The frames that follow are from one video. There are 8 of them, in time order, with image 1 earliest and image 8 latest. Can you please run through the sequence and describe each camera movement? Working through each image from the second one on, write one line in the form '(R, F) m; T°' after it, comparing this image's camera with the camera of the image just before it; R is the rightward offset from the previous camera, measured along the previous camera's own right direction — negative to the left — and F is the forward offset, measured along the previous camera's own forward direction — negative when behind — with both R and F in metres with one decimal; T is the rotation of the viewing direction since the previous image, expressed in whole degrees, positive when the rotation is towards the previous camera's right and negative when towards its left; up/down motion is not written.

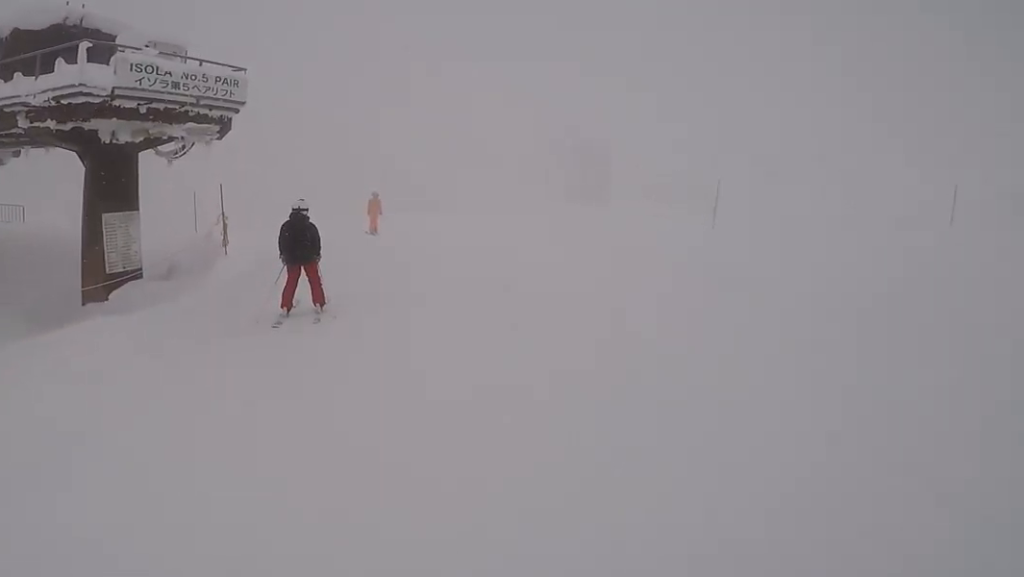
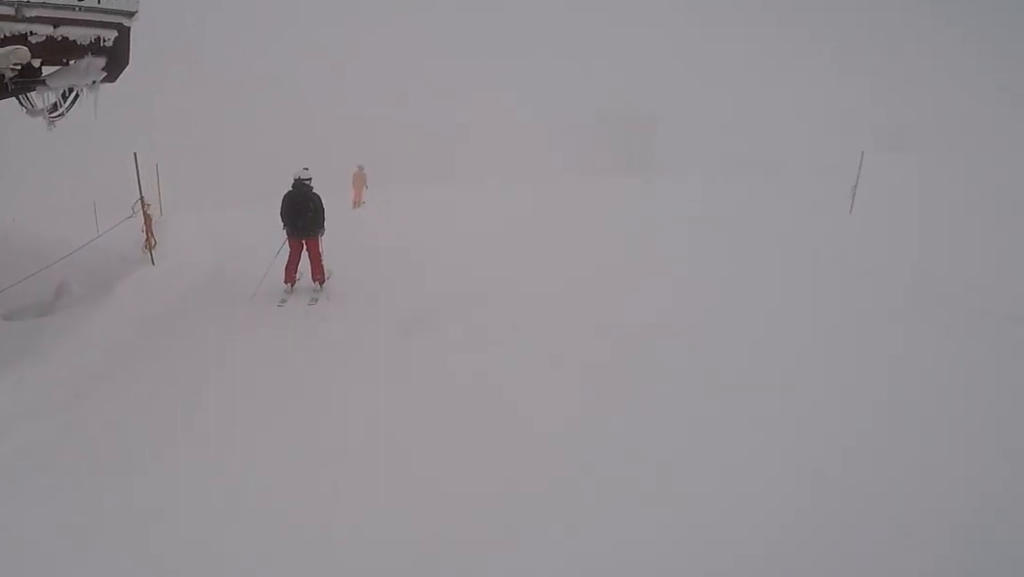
(-0.4, +4.3) m; -14°
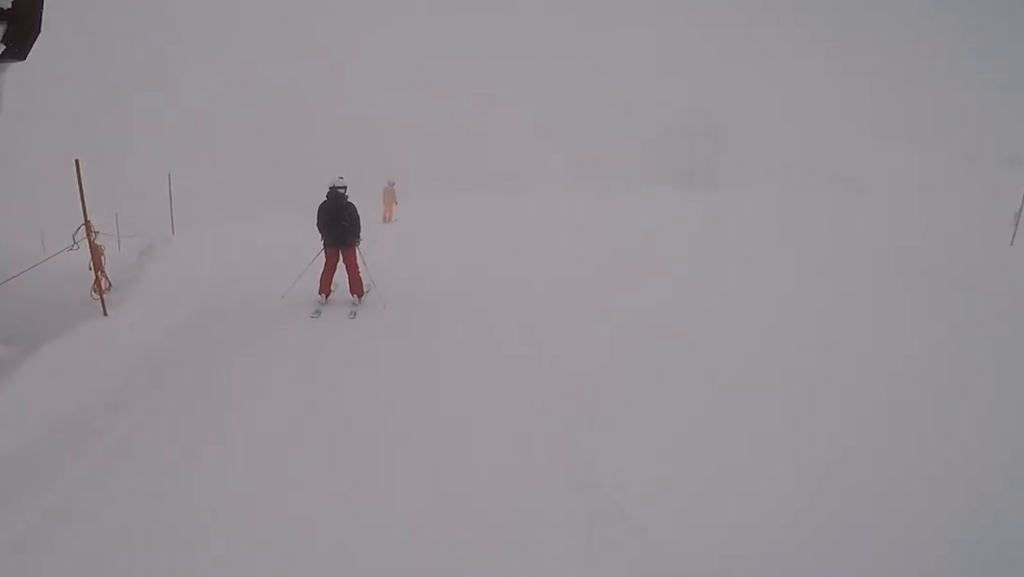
(-0.2, +2.2) m; -3°
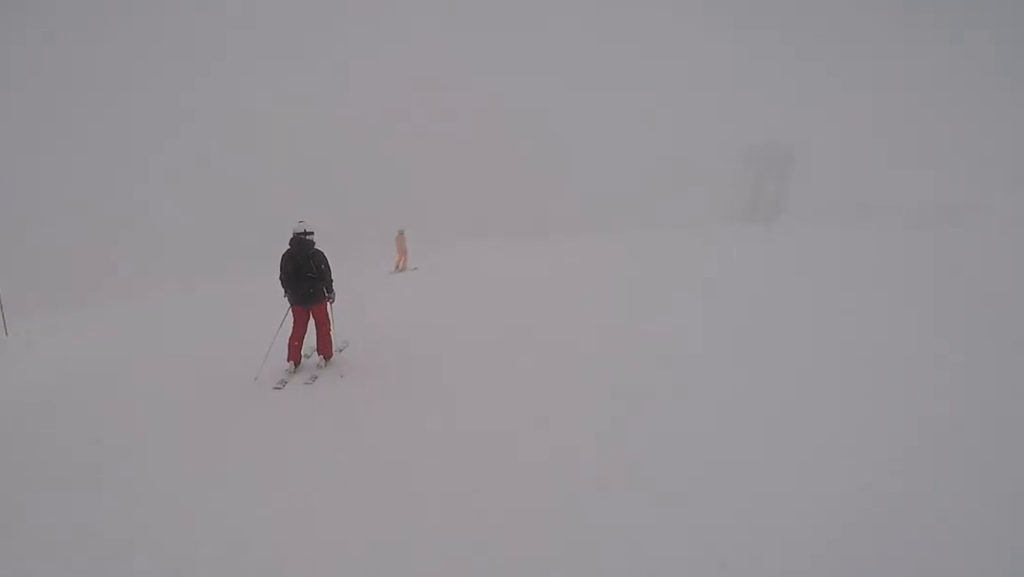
(+0.1, +6.1) m; +13°
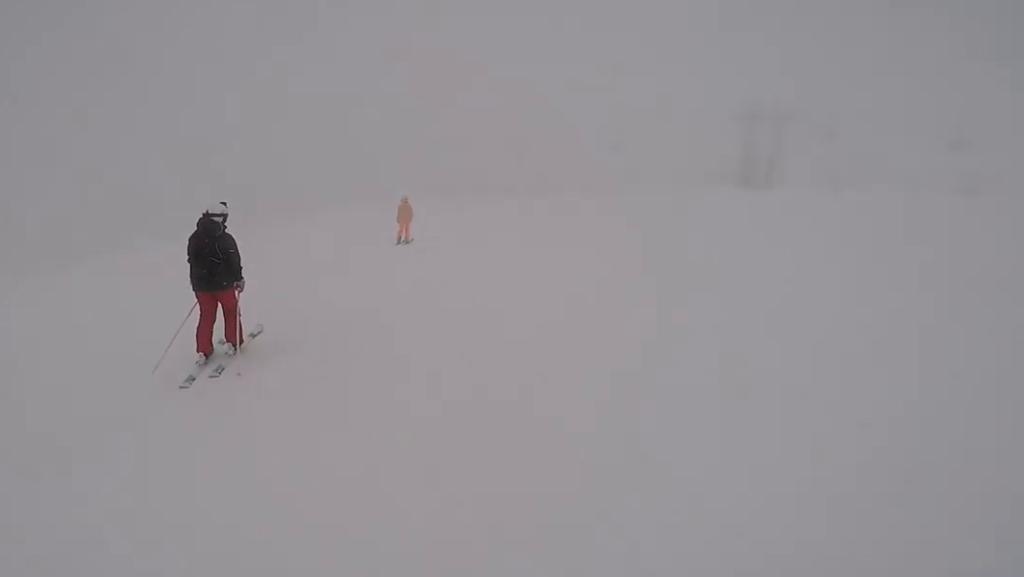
(+0.8, +6.8) m; +4°
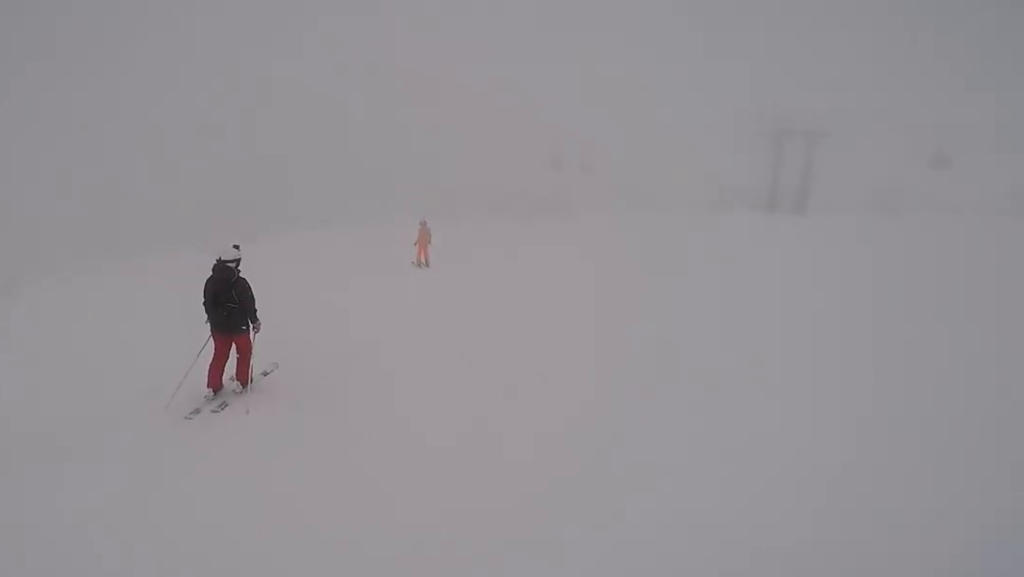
(-0.1, +6.3) m; 0°
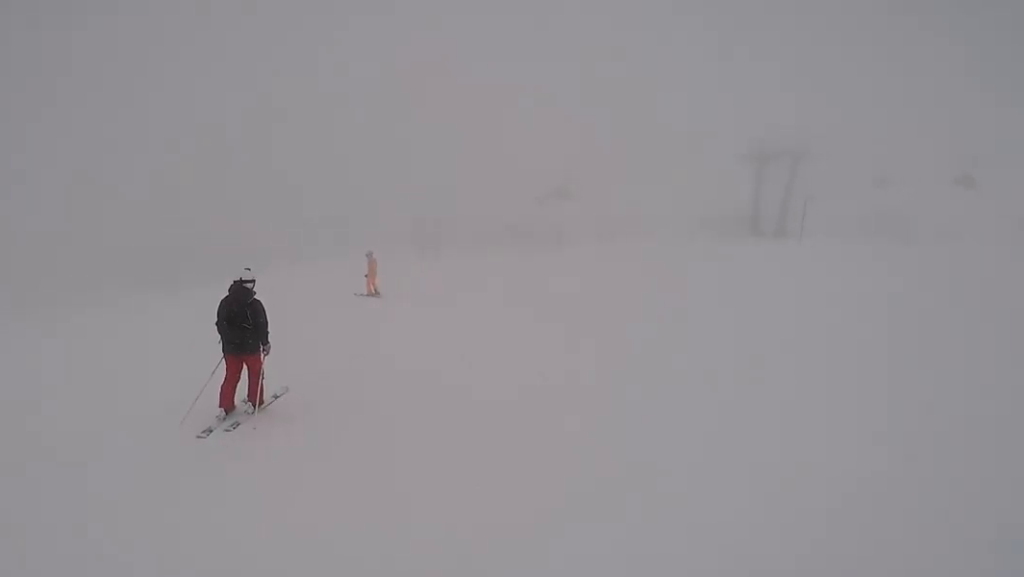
(0.0, +3.5) m; 0°
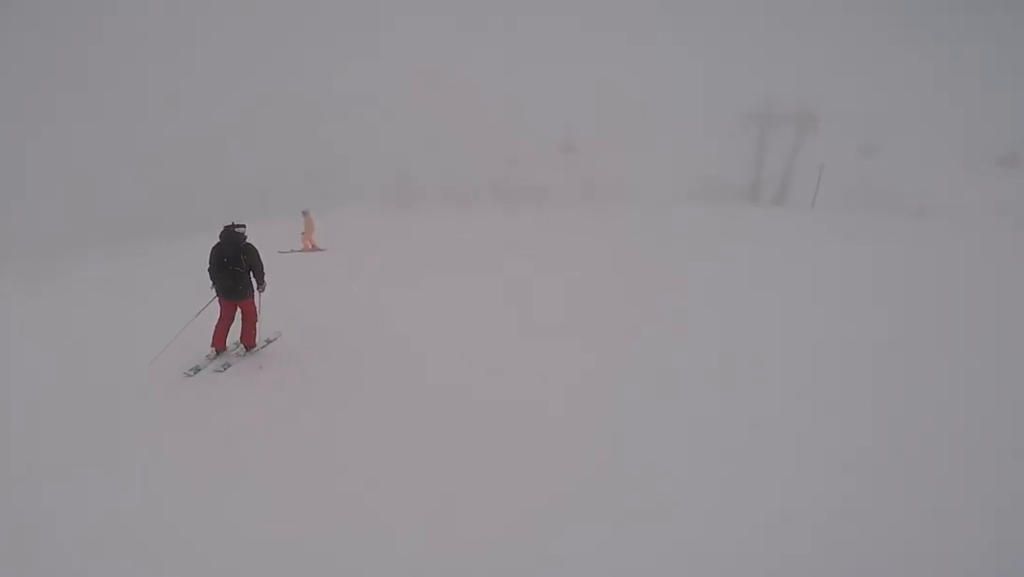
(-0.3, +2.2) m; 0°
